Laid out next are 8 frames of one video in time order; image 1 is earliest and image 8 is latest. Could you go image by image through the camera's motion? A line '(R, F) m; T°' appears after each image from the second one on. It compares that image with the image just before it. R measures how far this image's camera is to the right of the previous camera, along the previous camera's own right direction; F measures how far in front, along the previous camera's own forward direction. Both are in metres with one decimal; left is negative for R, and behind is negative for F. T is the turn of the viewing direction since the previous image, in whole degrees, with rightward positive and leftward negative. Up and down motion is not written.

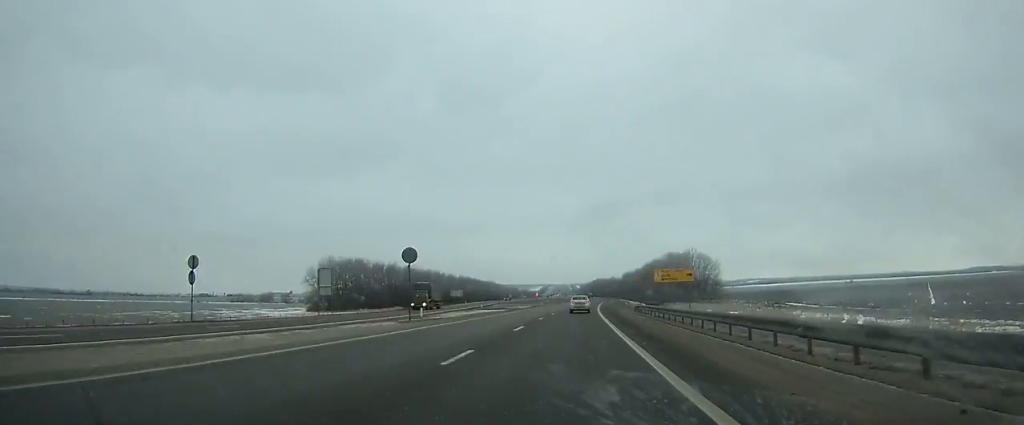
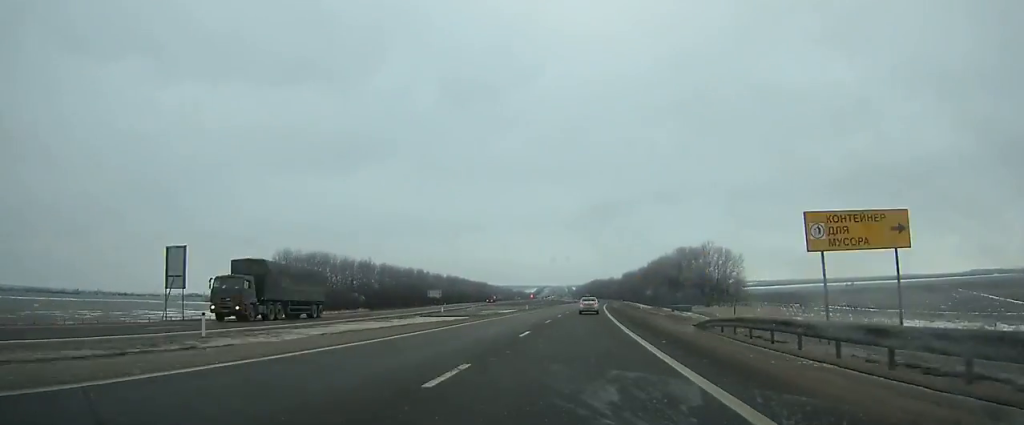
(-0.1, +26.6) m; +1°
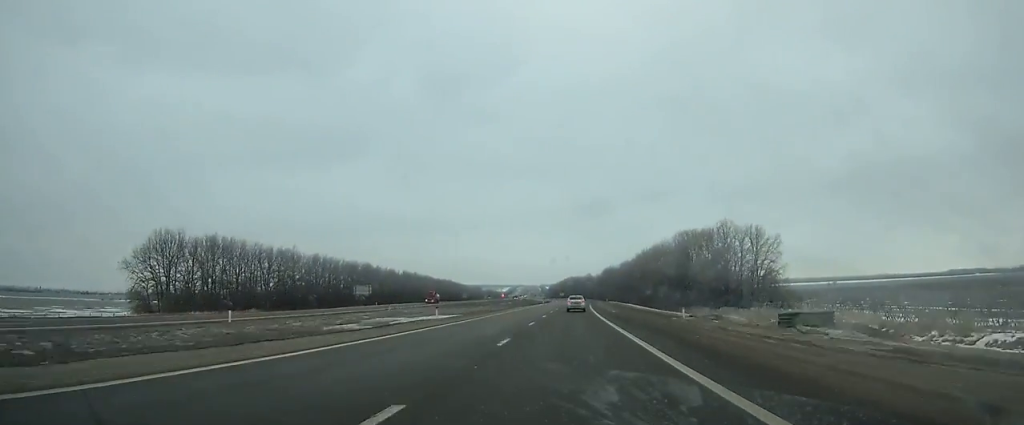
(+0.6, +40.7) m; +1°
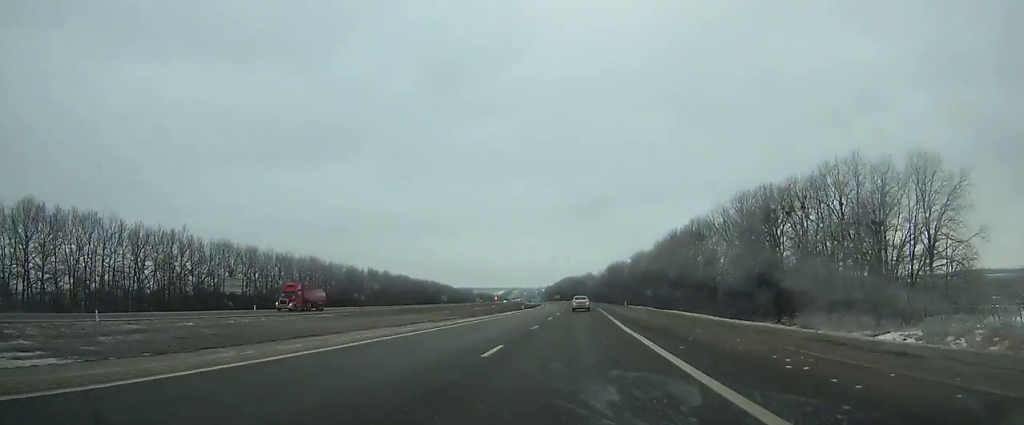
(+0.7, +50.5) m; +1°
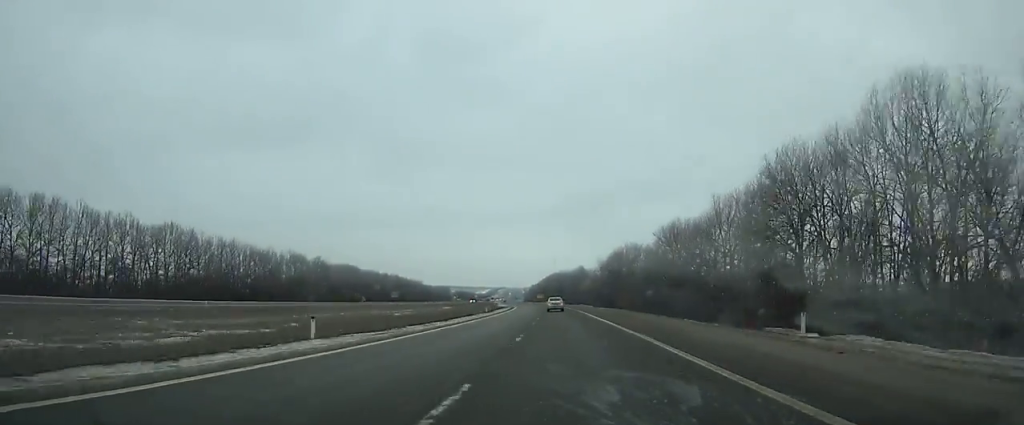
(+0.1, +68.3) m; -1°
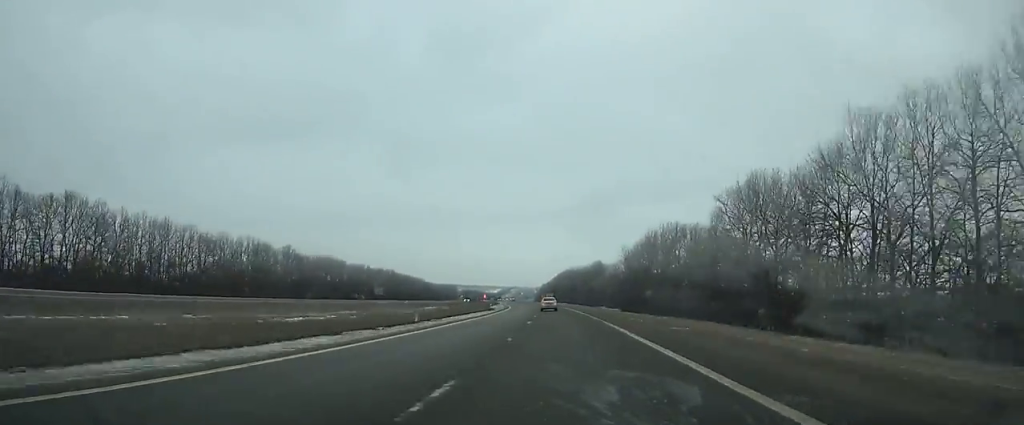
(-0.2, +36.1) m; -1°
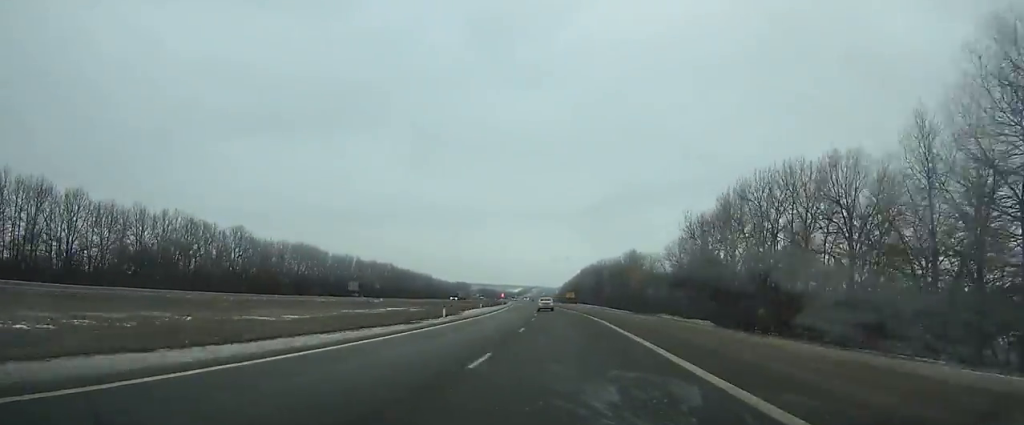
(-0.4, +43.7) m; -2°
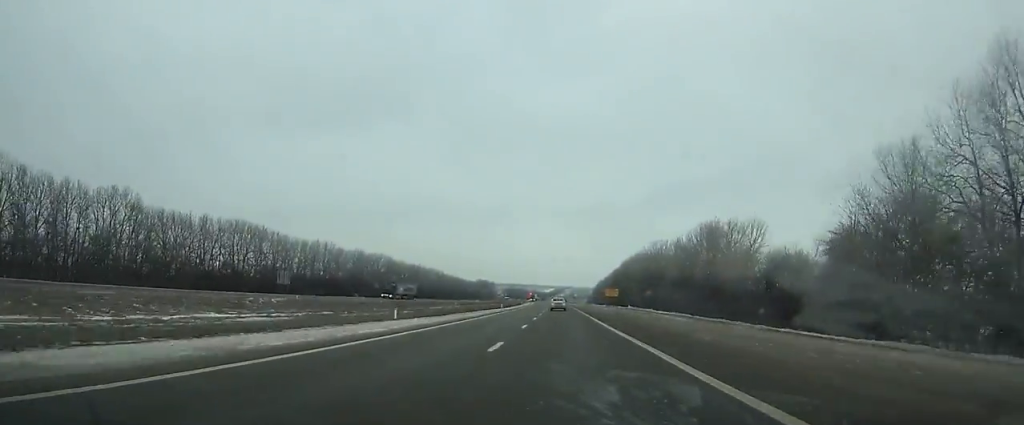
(-1.5, +56.6) m; -2°
